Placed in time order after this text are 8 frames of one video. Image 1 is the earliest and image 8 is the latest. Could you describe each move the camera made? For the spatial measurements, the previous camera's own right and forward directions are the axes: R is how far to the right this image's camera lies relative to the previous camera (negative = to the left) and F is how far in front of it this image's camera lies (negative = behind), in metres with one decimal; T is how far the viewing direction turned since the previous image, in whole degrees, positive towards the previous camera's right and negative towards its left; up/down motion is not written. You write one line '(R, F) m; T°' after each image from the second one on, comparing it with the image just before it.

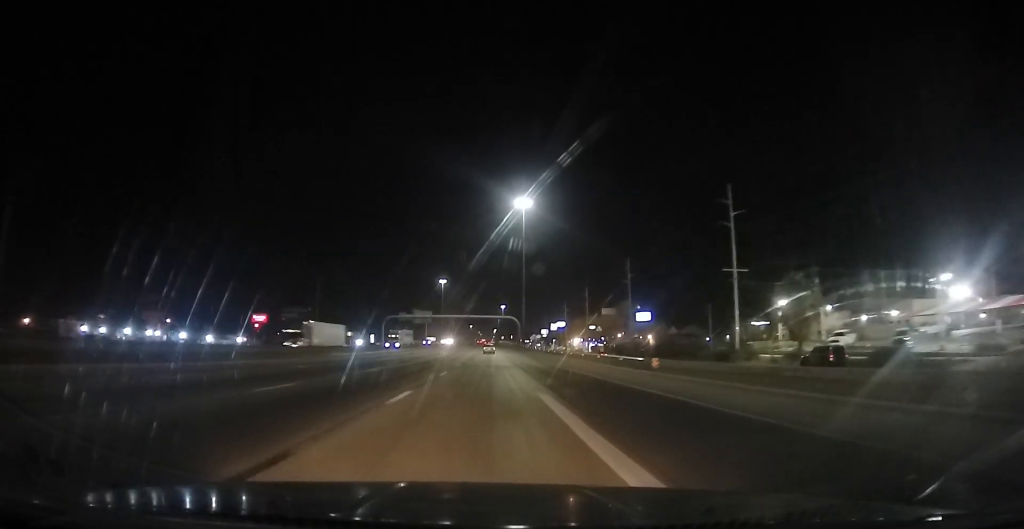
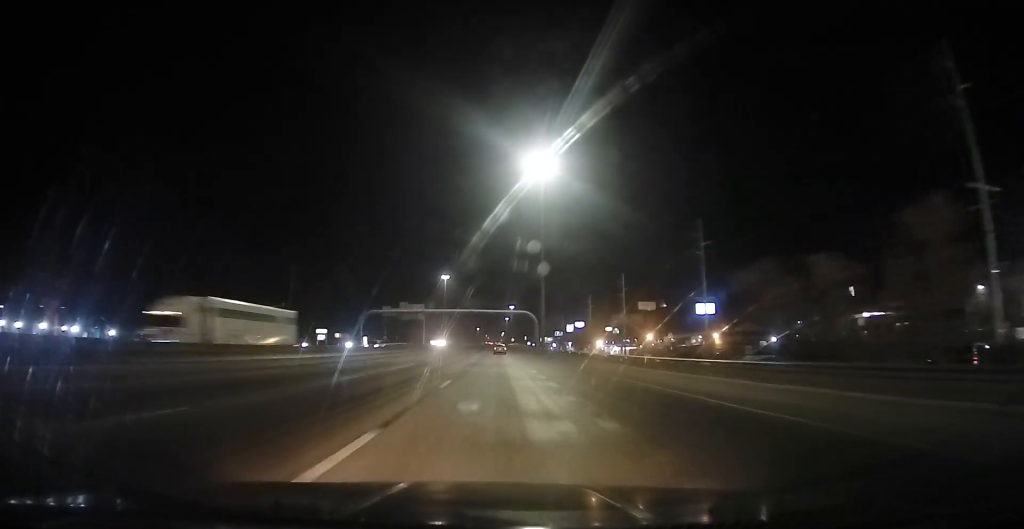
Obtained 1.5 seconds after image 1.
(+0.5, +43.9) m; +1°
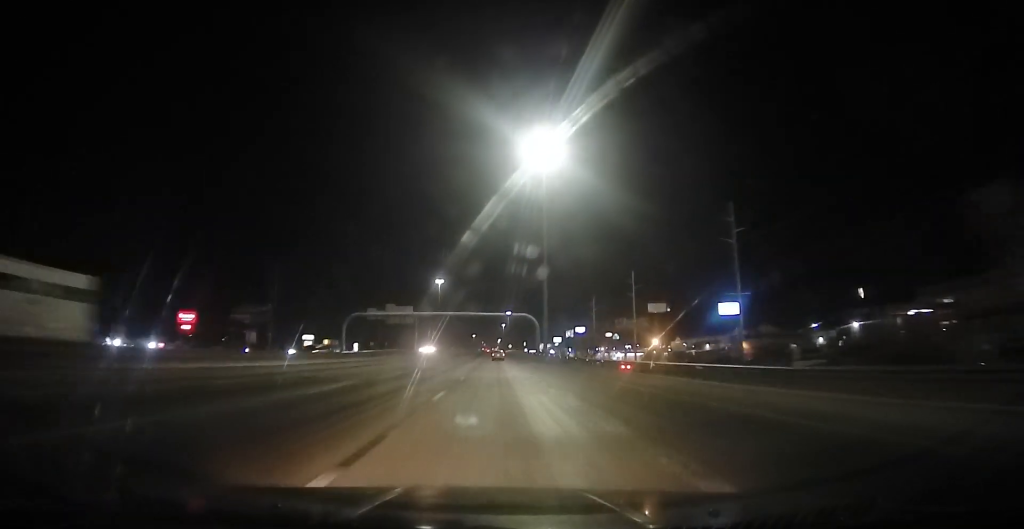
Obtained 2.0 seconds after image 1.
(+0.1, +14.5) m; 0°
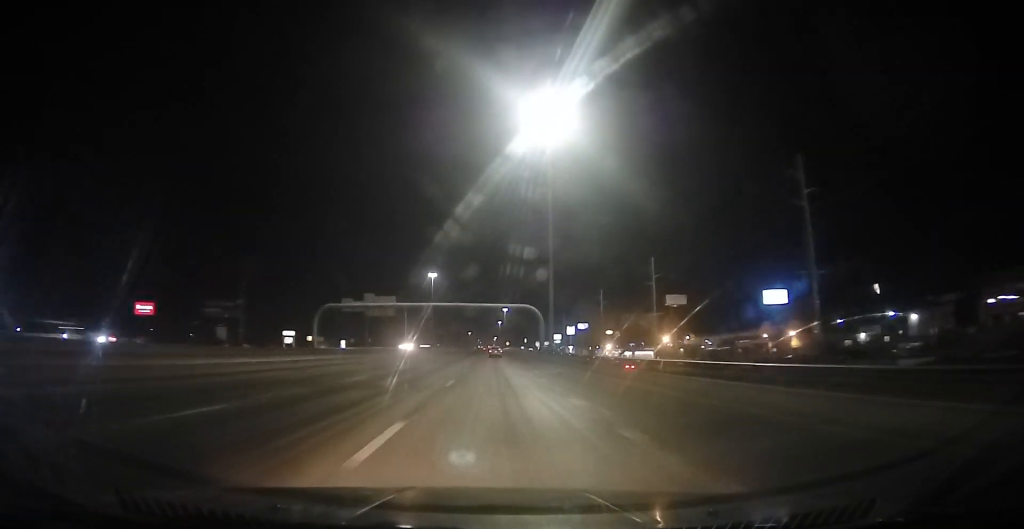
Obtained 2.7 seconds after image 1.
(-0.2, +20.2) m; -1°
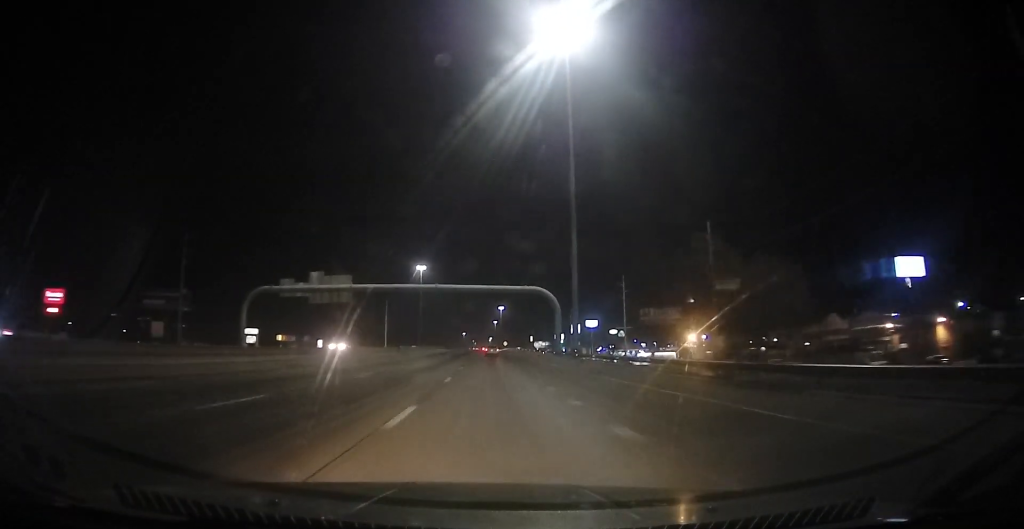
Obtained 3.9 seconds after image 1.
(-0.4, +33.6) m; 0°
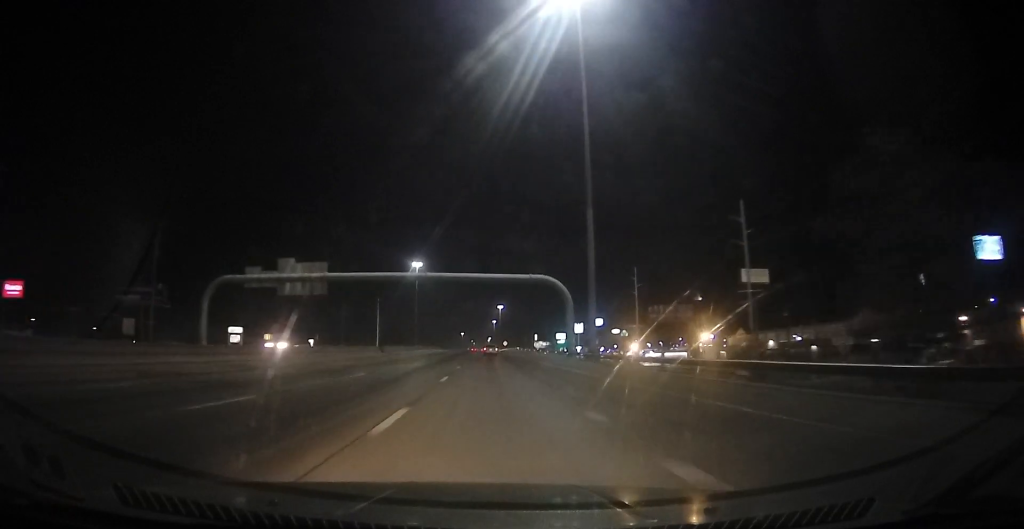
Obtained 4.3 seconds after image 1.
(0.0, +12.6) m; 0°
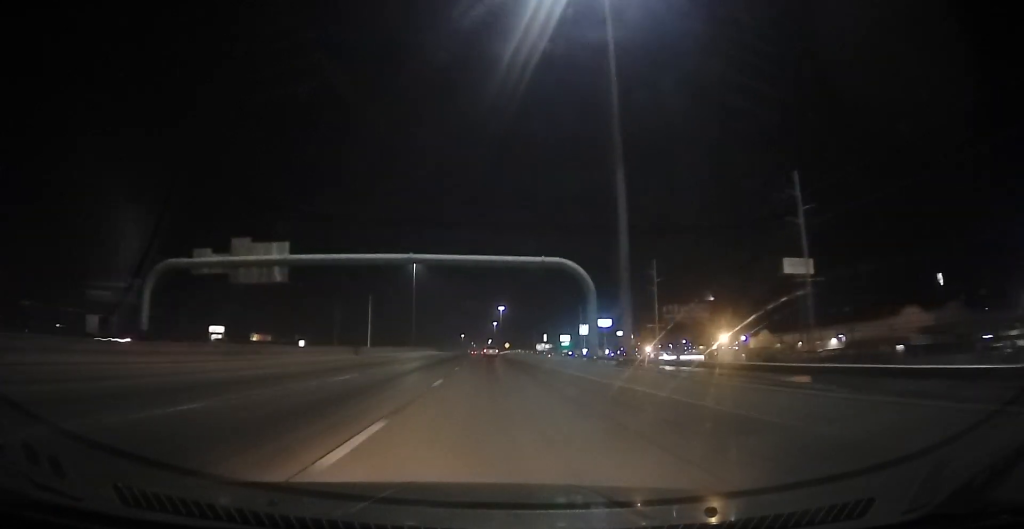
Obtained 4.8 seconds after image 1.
(+0.3, +14.6) m; 0°
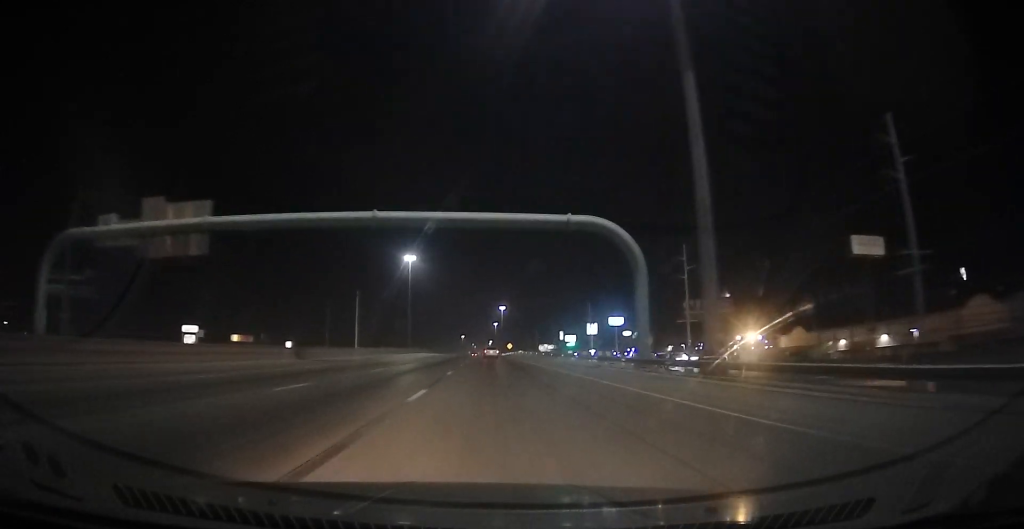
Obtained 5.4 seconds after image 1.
(0.0, +17.8) m; 0°
